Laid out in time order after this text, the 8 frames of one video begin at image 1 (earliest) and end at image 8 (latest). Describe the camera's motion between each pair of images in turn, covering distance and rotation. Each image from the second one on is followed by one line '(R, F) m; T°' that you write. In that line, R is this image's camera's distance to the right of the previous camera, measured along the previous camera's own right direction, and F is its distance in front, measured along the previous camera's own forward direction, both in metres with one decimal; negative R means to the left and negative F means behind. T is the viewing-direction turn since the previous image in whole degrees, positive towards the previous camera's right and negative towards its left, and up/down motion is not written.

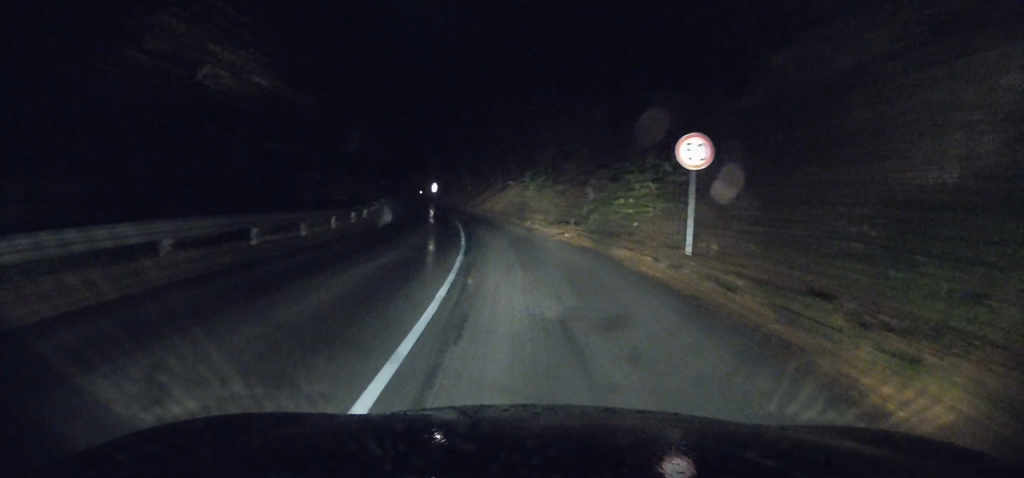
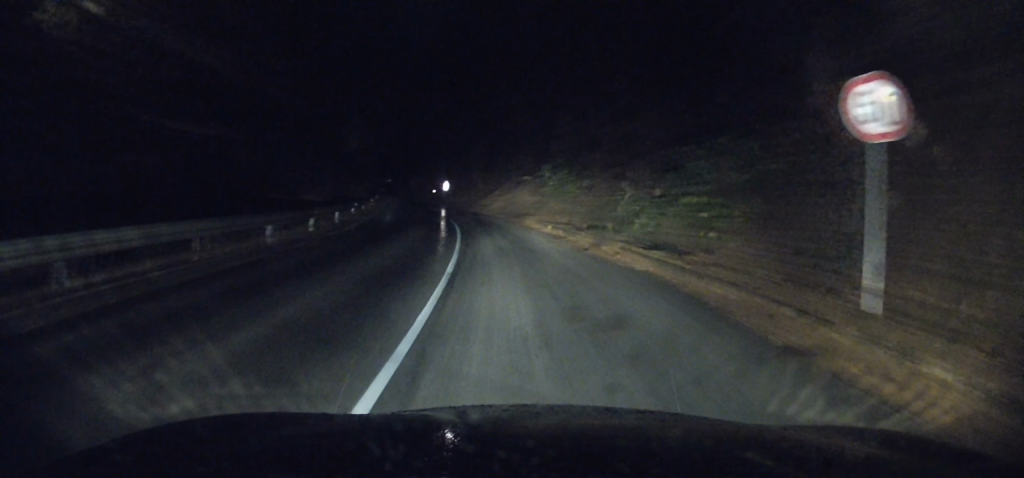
(-0.2, +6.5) m; -1°
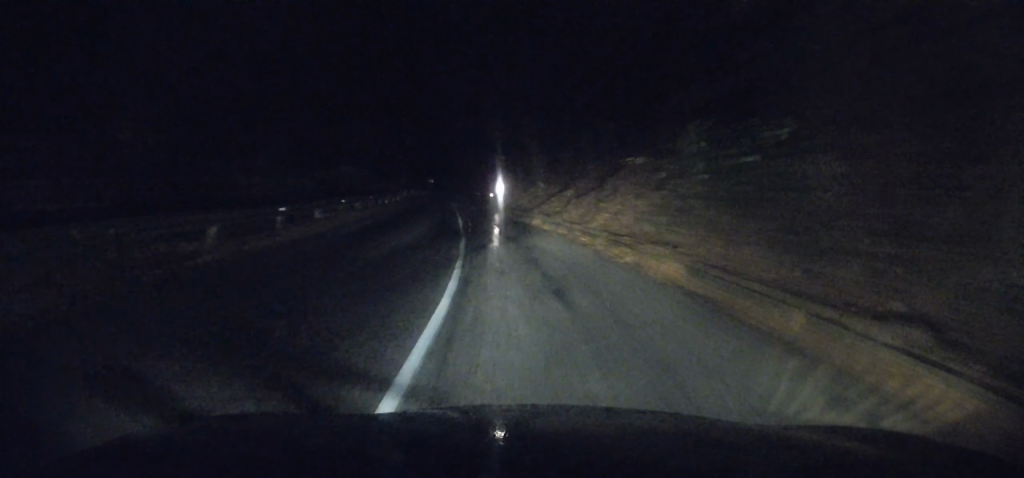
(-0.5, +19.3) m; -5°
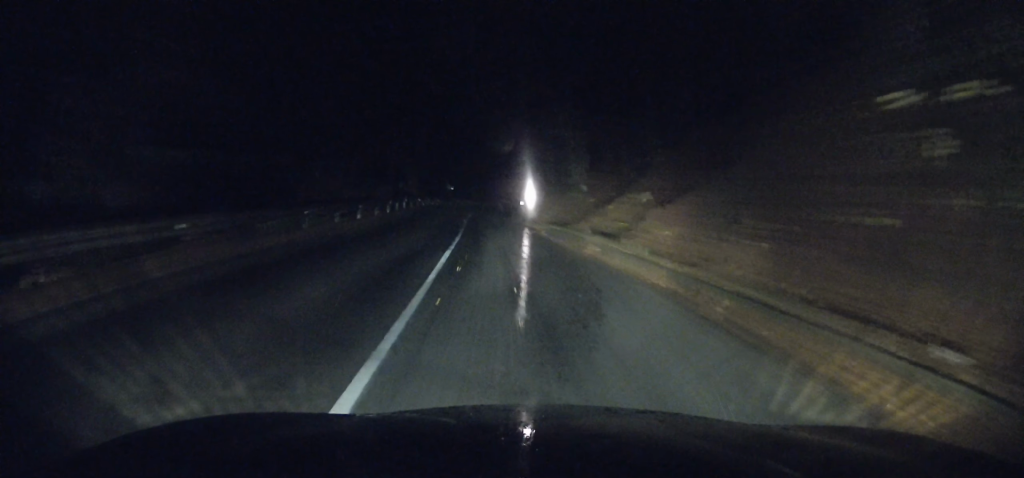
(-0.5, +12.3) m; -3°
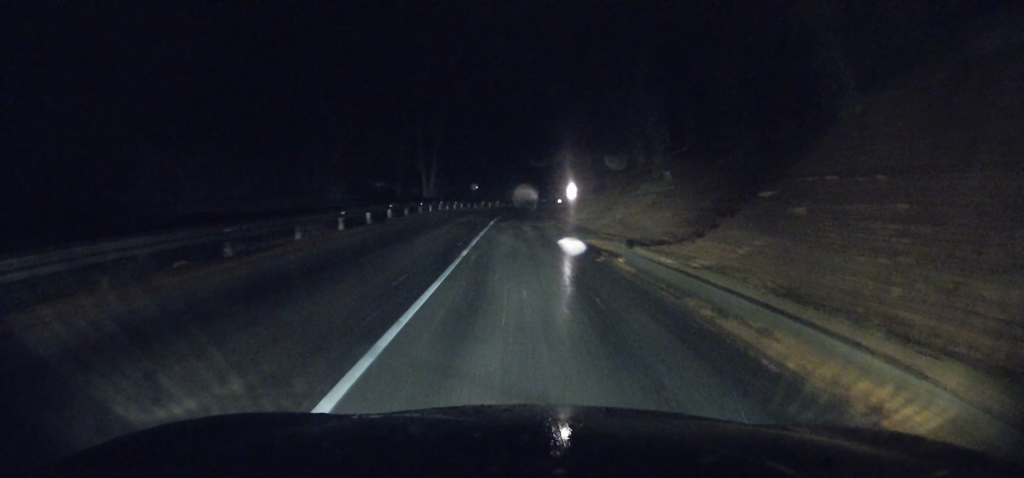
(-0.1, +13.7) m; -1°
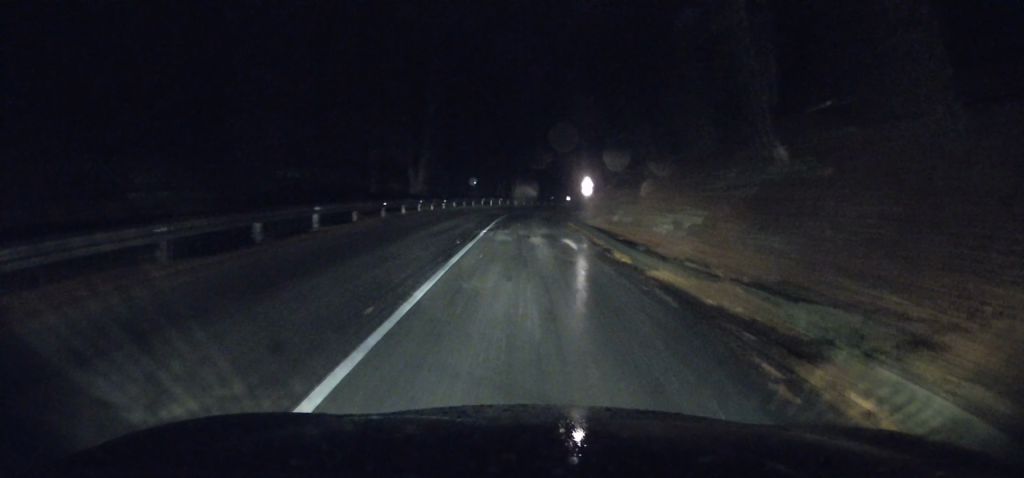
(0.0, +9.9) m; -1°
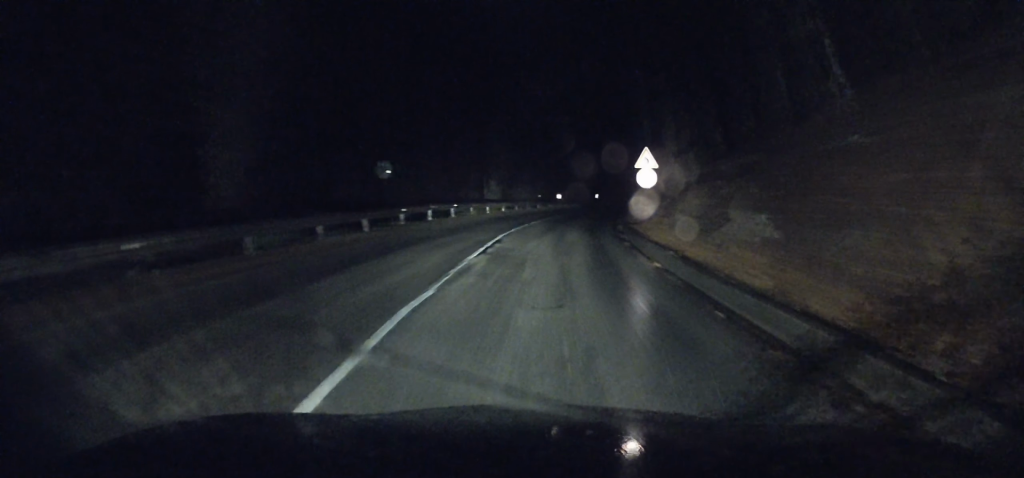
(+0.1, +29.7) m; 0°
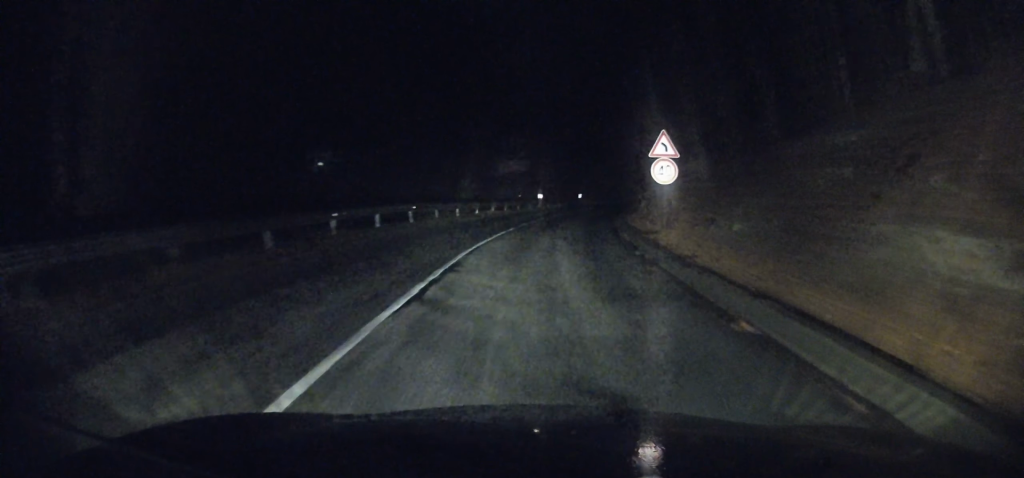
(-0.2, +6.2) m; 0°
